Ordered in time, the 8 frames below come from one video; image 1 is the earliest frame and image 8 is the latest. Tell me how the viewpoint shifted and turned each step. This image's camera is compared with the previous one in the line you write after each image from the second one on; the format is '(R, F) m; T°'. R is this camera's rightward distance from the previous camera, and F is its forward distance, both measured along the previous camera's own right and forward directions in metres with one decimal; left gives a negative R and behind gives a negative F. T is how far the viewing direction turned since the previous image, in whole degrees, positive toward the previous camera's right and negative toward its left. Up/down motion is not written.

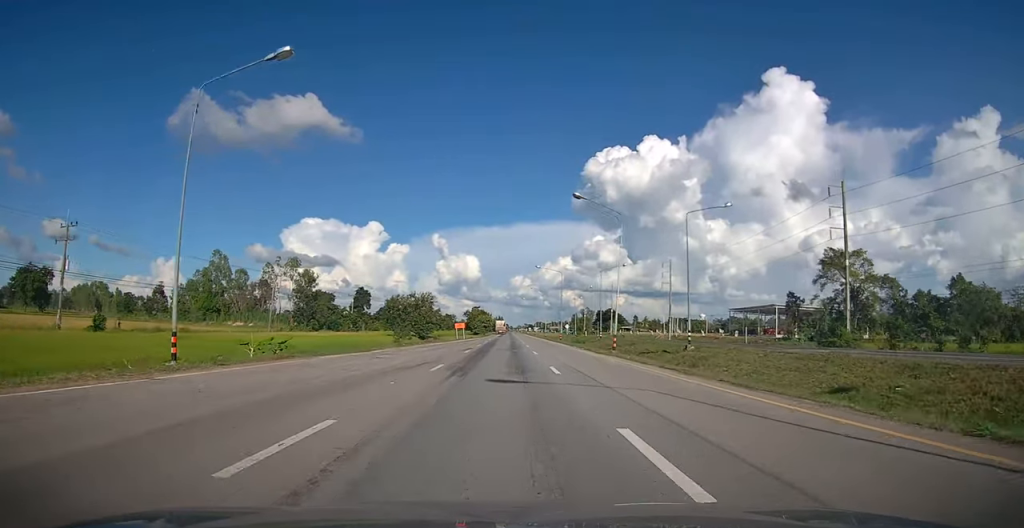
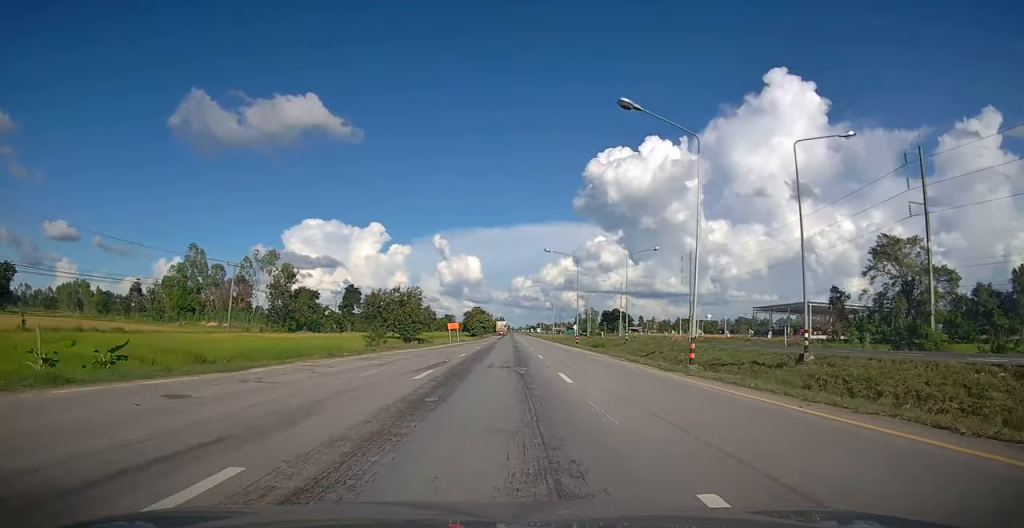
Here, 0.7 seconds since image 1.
(0.0, +14.7) m; 0°
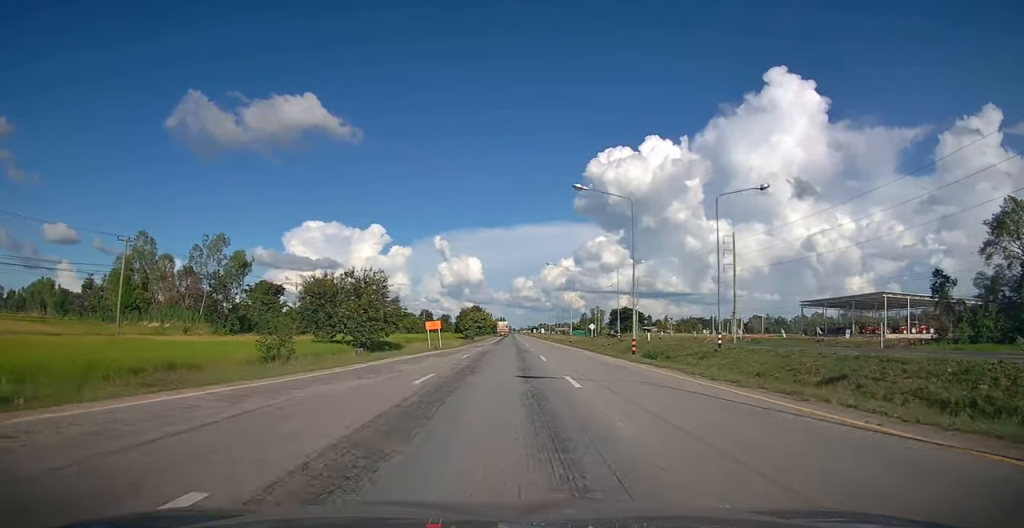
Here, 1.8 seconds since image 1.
(-0.1, +24.8) m; 0°
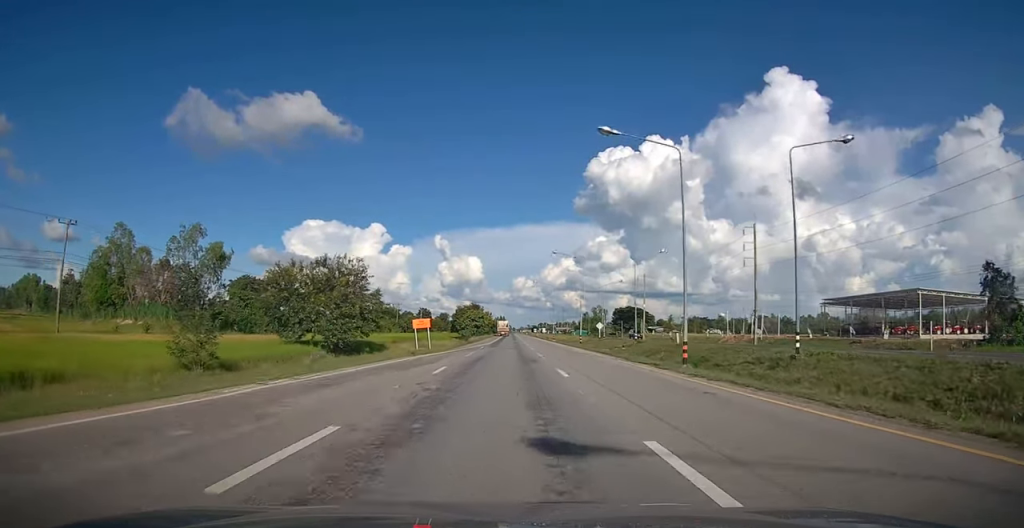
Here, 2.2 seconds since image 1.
(0.0, +9.0) m; 0°
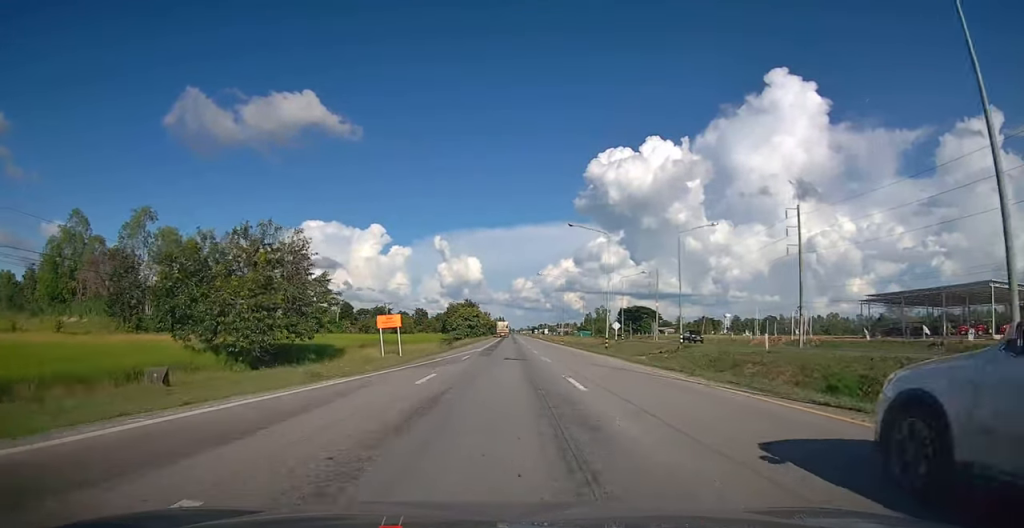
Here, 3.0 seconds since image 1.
(0.0, +15.4) m; 0°
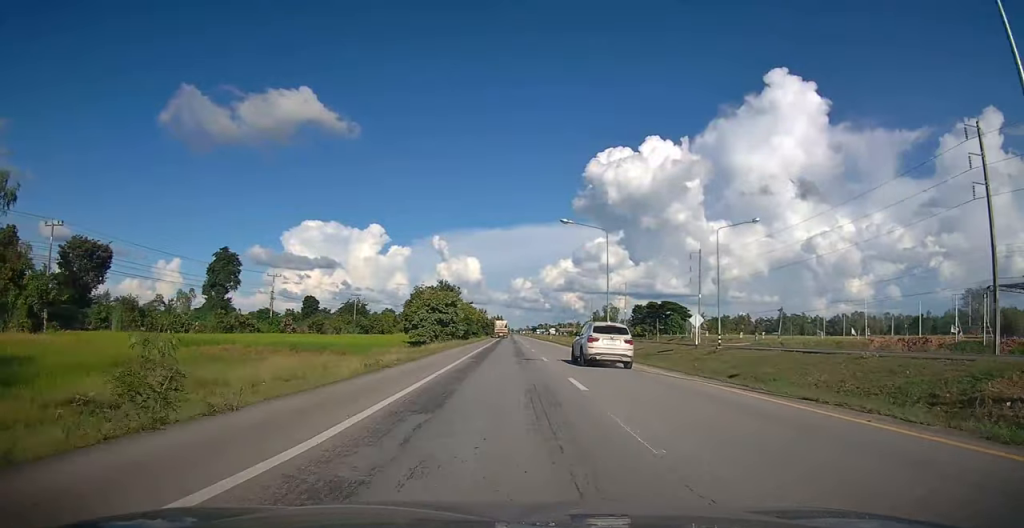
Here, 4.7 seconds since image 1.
(-0.1, +35.8) m; 0°
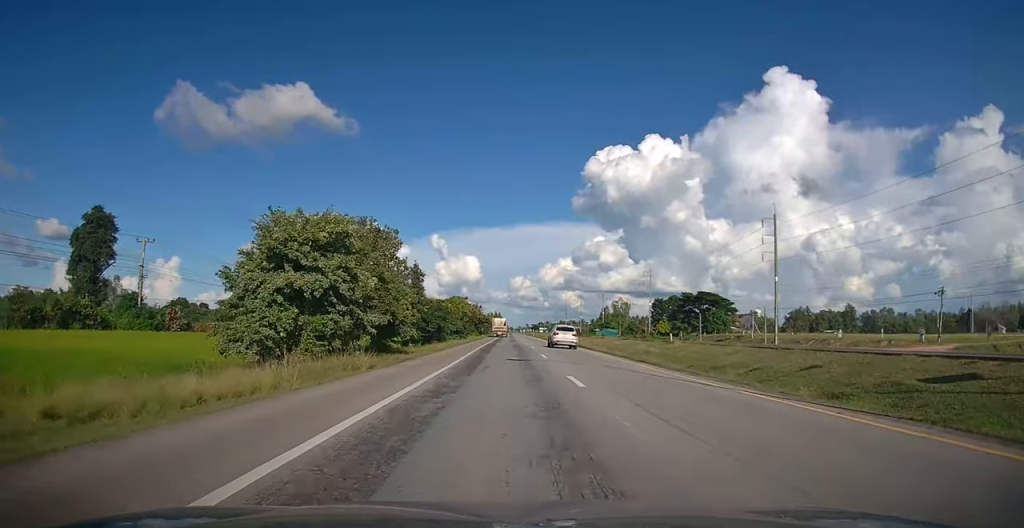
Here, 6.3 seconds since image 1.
(0.0, +35.2) m; 0°
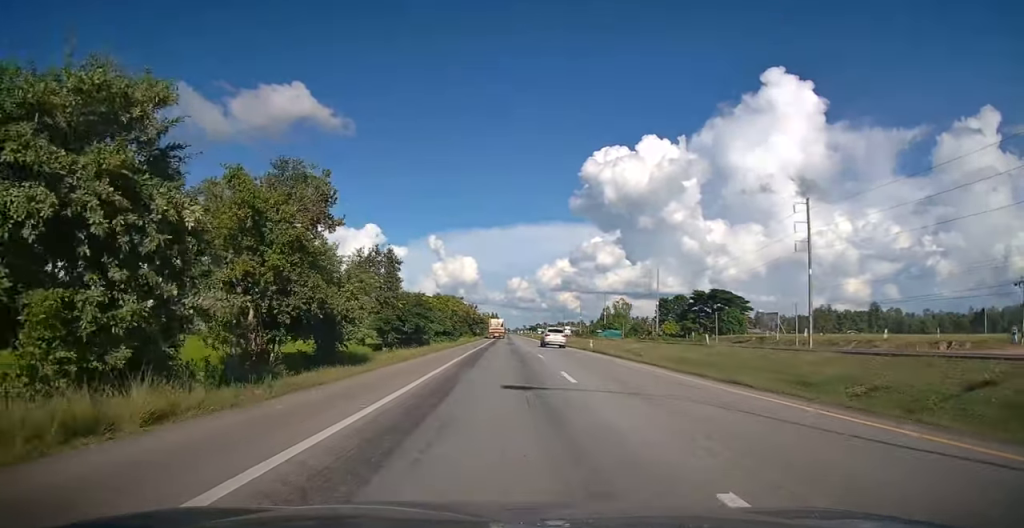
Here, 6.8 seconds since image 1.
(+0.1, +11.0) m; 0°
